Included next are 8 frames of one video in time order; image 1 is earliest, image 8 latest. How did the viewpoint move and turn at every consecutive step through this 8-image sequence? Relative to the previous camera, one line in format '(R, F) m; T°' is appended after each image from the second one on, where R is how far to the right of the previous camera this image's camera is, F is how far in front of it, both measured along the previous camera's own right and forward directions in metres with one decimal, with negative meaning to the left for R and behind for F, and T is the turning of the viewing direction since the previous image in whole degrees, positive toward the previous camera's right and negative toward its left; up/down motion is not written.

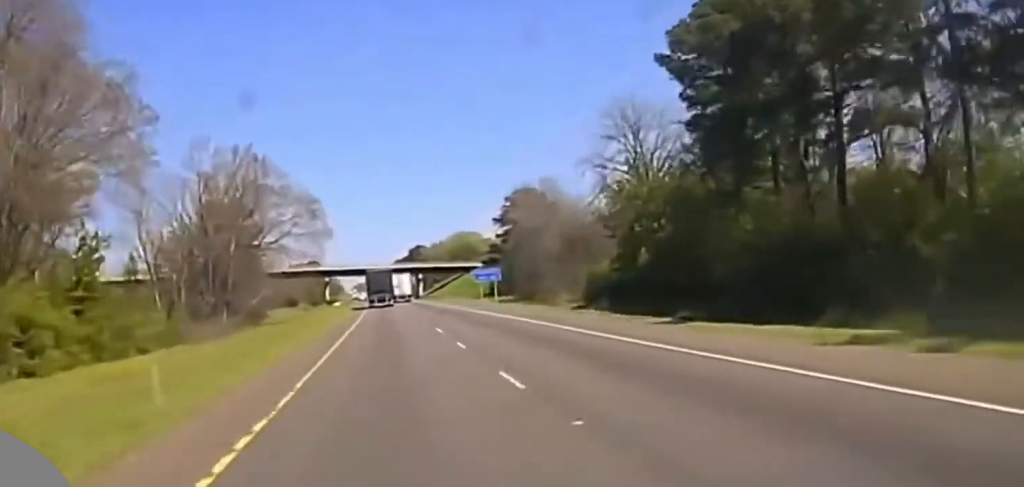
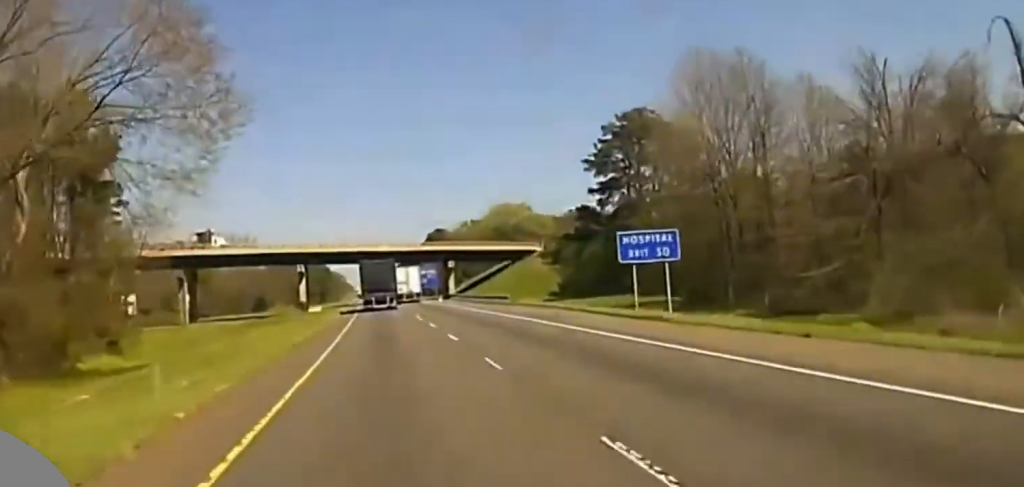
(-0.7, +79.8) m; -1°
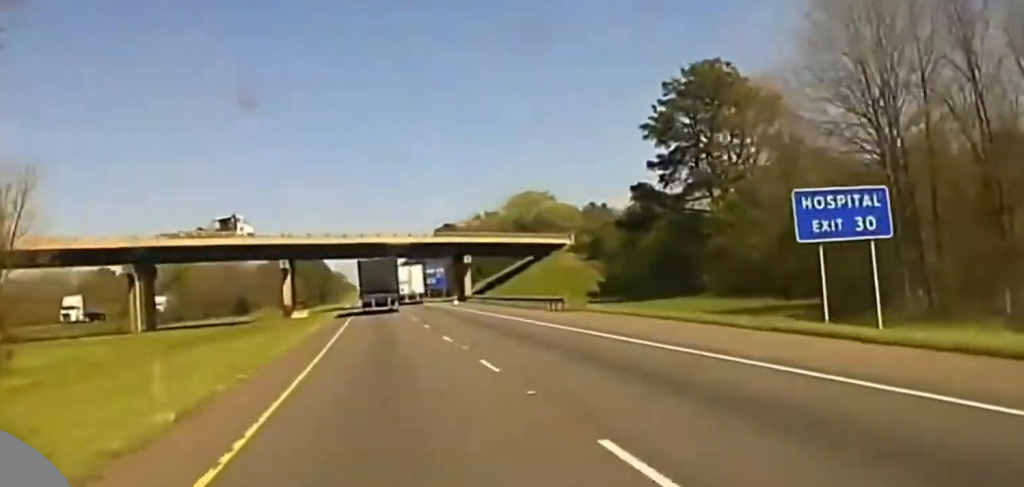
(0.0, +23.6) m; 0°
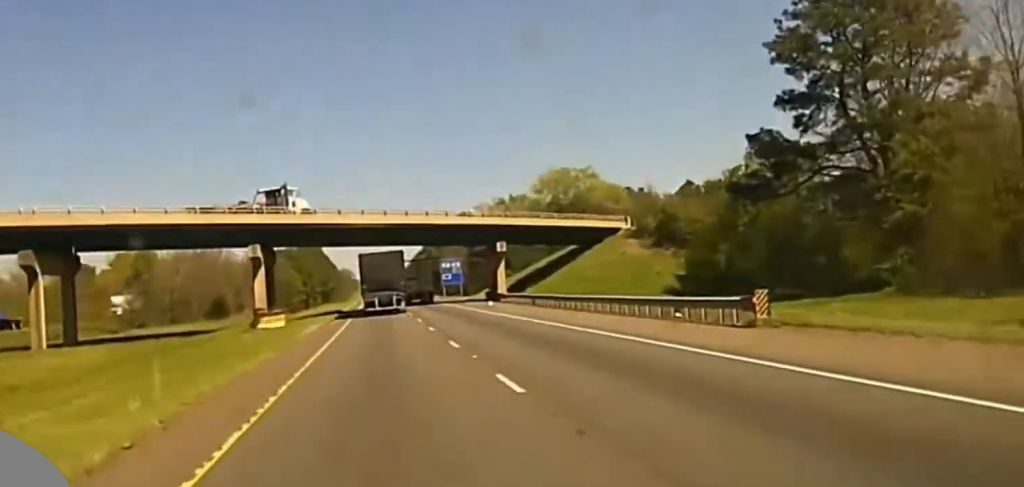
(+0.1, +26.5) m; 0°
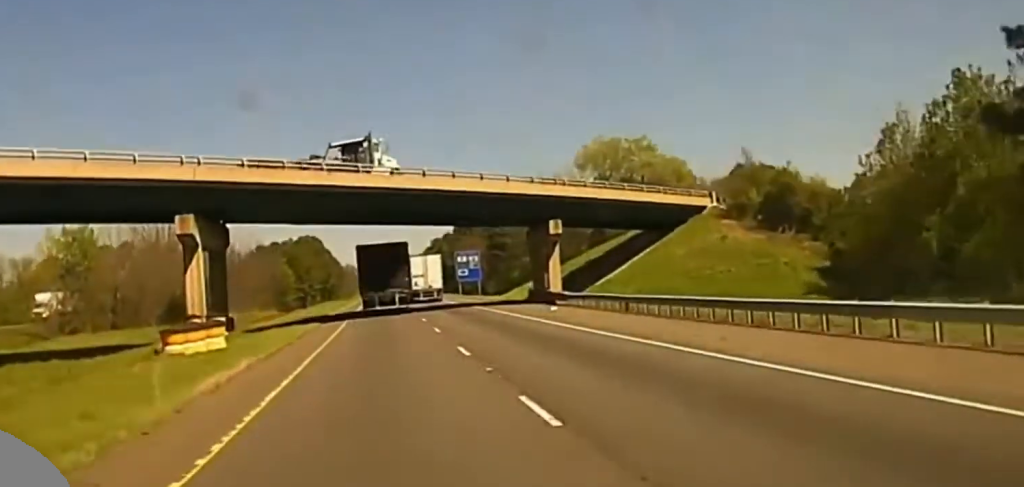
(-0.3, +28.9) m; -1°
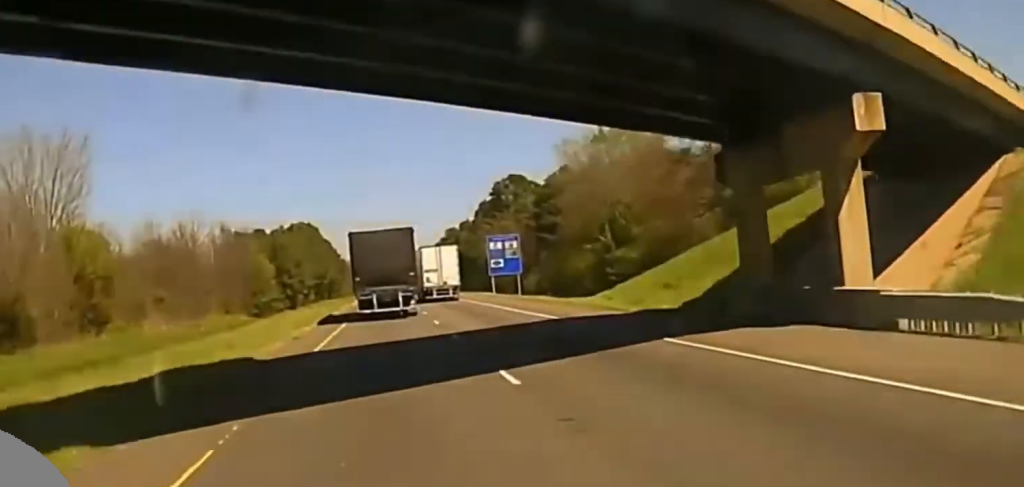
(-0.3, +44.7) m; 0°
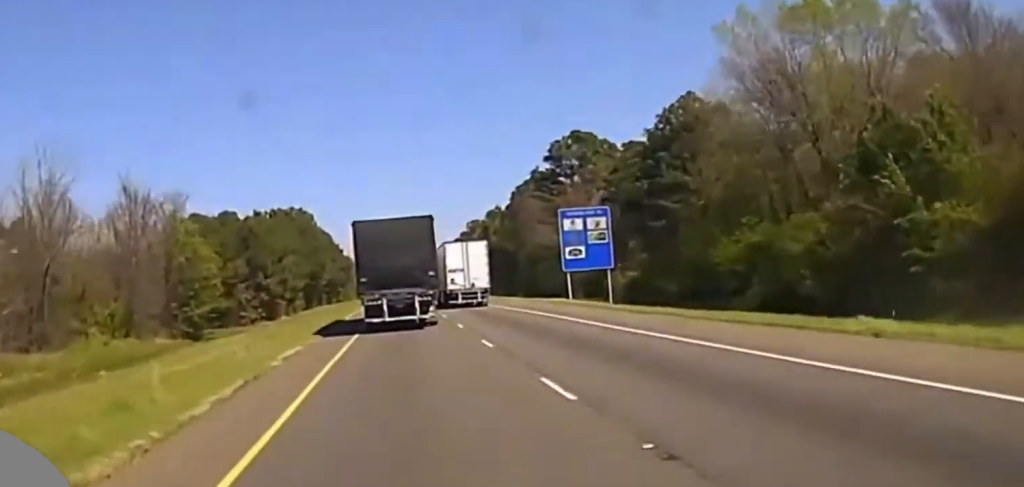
(+0.2, +49.9) m; 0°
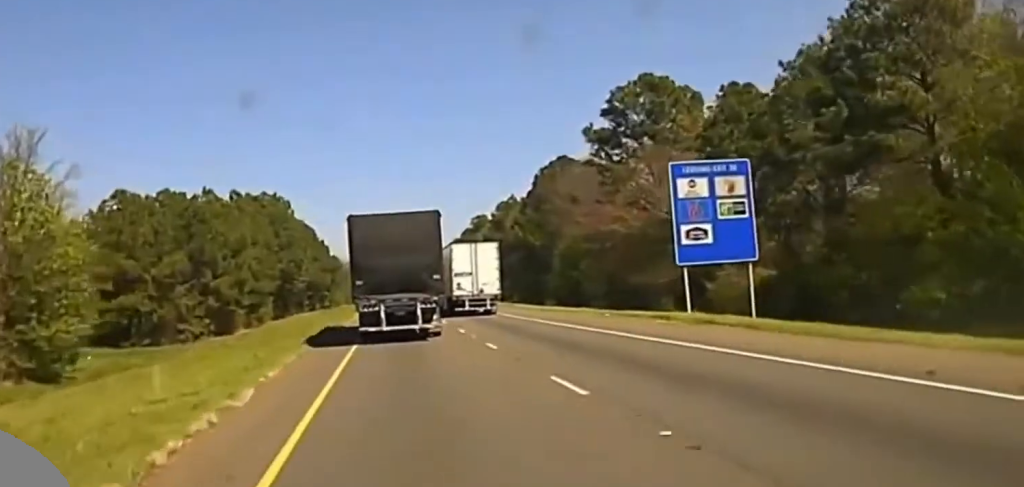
(-0.4, +35.4) m; -1°
